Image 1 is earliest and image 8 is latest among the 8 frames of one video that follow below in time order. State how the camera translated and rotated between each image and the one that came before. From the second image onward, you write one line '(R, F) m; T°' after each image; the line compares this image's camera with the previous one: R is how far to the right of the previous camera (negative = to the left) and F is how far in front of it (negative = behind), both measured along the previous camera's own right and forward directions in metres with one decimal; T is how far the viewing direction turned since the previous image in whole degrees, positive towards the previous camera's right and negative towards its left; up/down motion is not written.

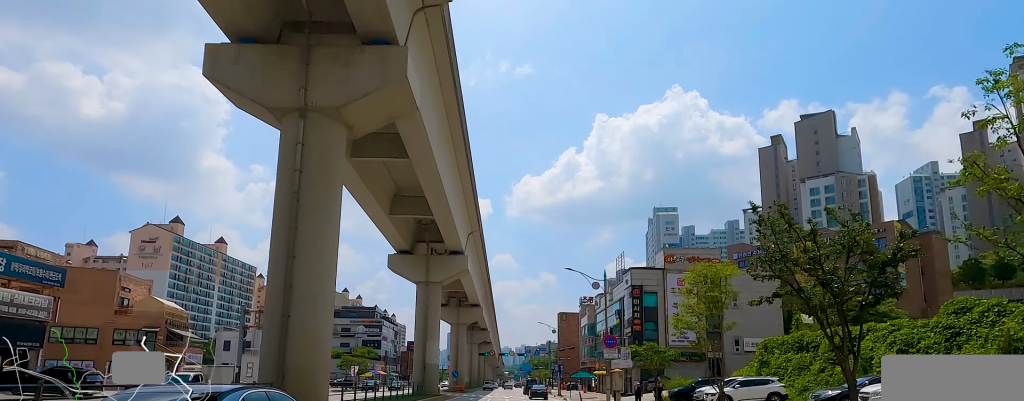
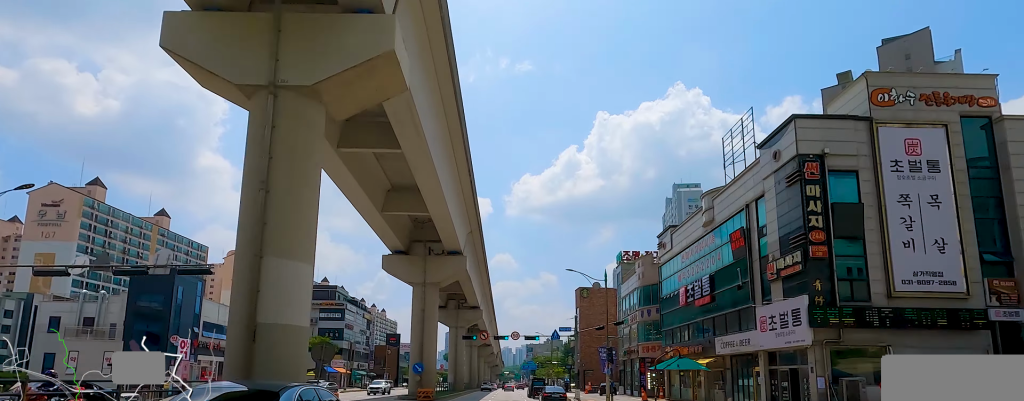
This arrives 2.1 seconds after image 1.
(+0.2, +31.9) m; -5°
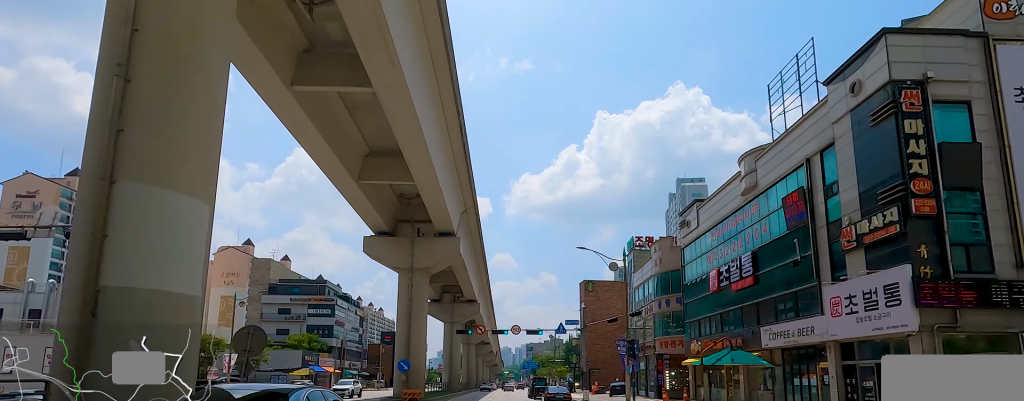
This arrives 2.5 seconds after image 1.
(+0.2, +5.8) m; +1°
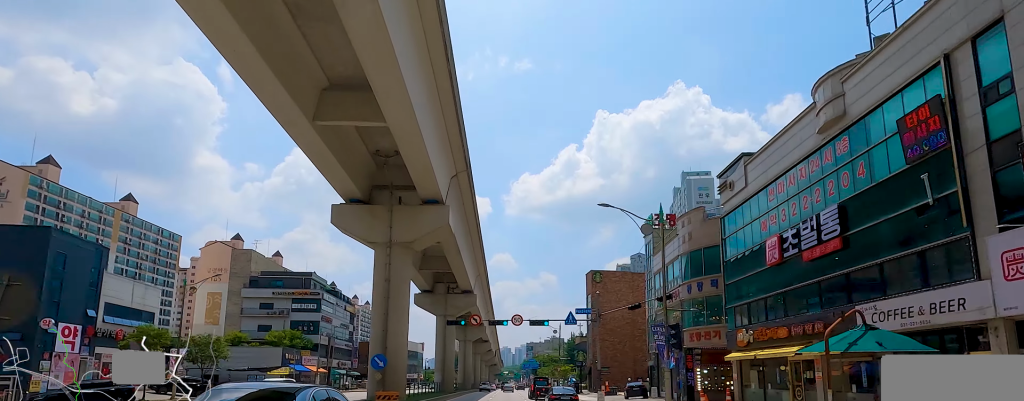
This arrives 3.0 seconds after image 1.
(+0.1, +7.3) m; +1°
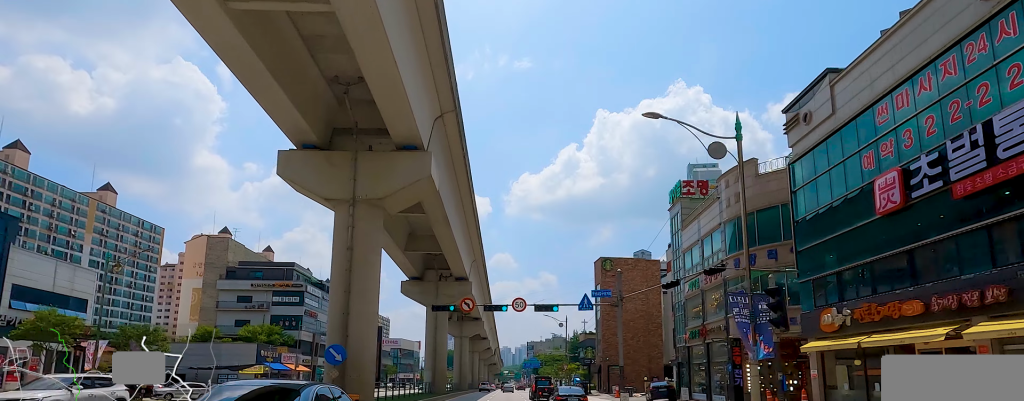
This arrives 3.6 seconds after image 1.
(0.0, +7.6) m; 0°
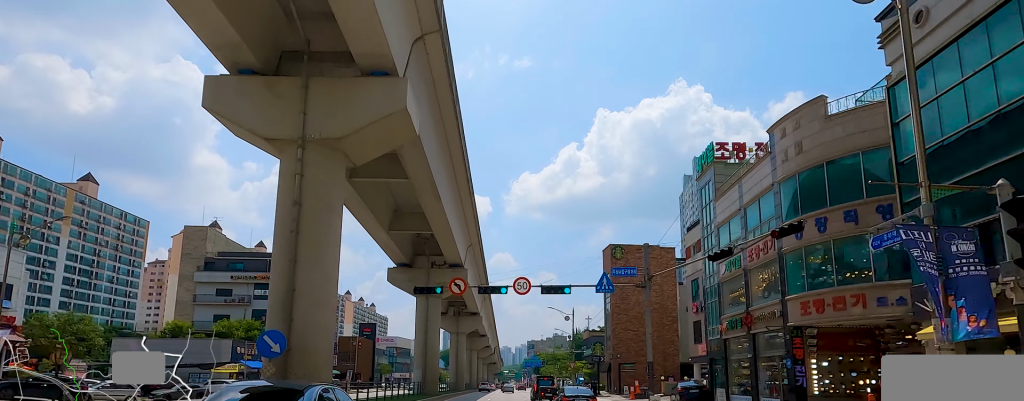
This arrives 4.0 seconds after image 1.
(0.0, +6.2) m; 0°
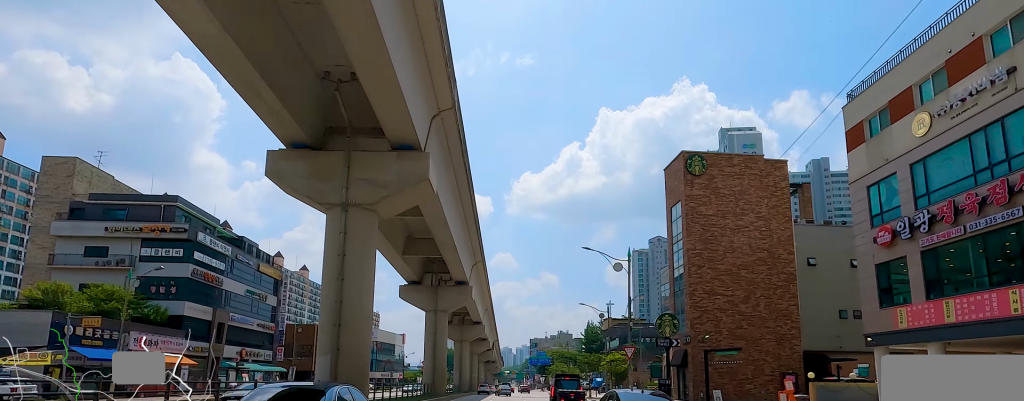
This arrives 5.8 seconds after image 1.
(0.0, +24.7) m; 0°
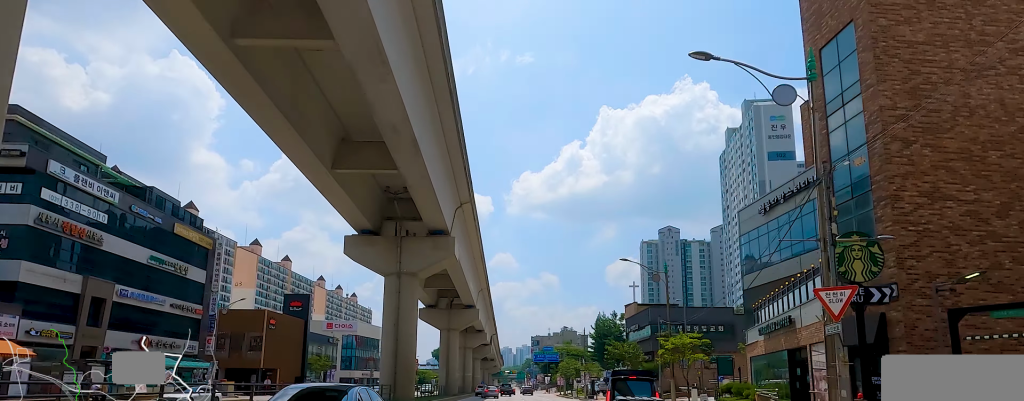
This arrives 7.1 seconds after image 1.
(0.0, +18.4) m; 0°
